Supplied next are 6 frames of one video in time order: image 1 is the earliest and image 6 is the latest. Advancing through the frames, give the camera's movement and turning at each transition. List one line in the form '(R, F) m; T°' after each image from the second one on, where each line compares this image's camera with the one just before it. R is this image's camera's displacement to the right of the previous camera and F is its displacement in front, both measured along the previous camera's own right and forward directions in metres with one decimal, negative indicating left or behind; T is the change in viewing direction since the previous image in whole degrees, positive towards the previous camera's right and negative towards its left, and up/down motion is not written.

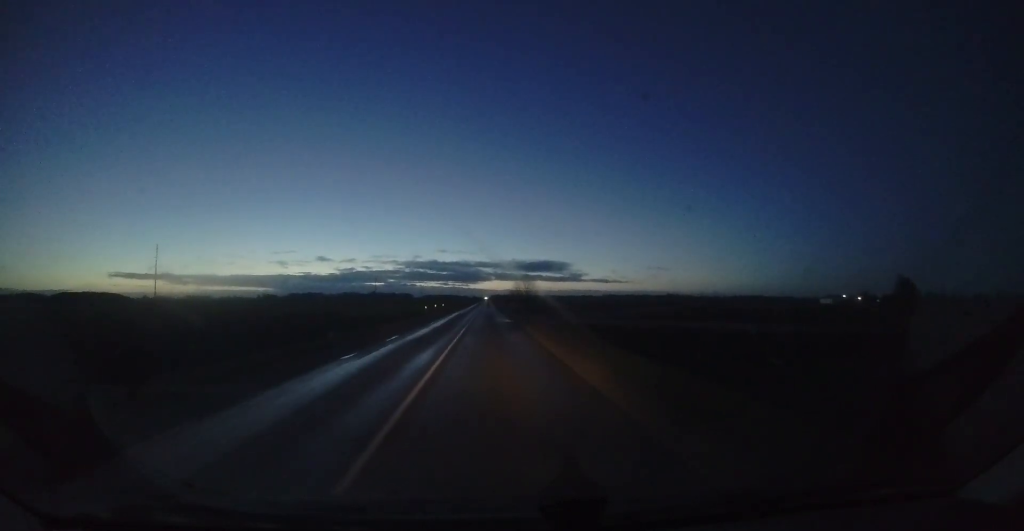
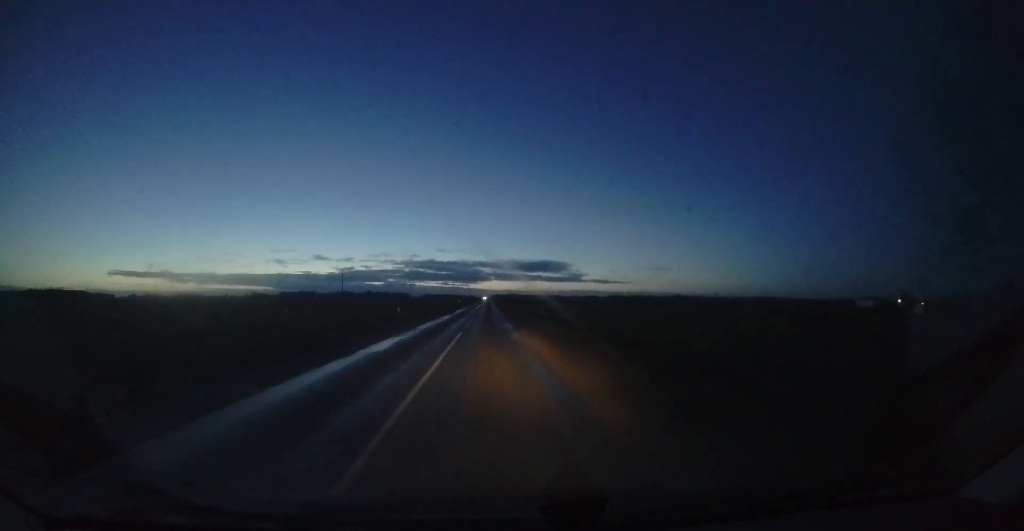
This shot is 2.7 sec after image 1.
(-1.5, +72.4) m; -1°
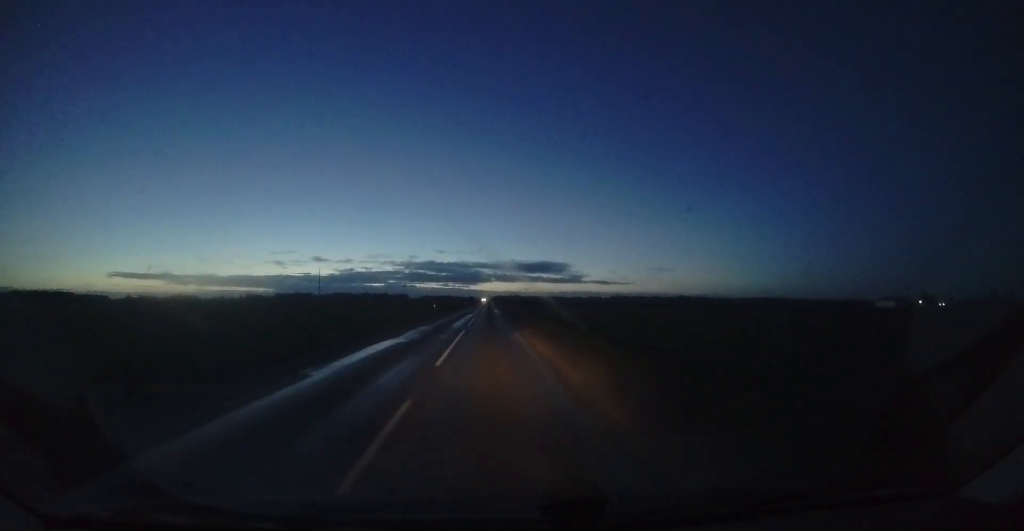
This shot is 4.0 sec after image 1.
(-0.6, +33.9) m; 0°
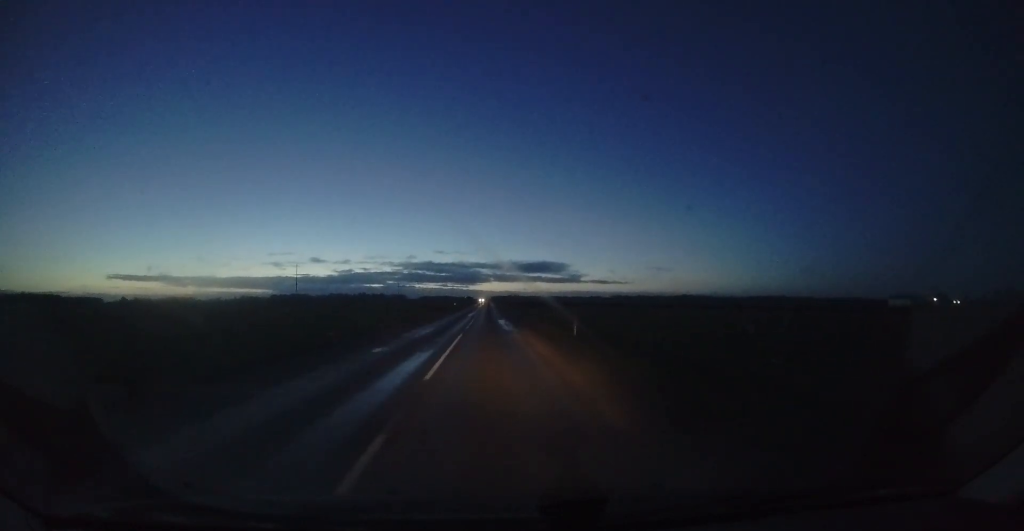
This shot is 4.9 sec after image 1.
(+0.2, +24.9) m; +1°
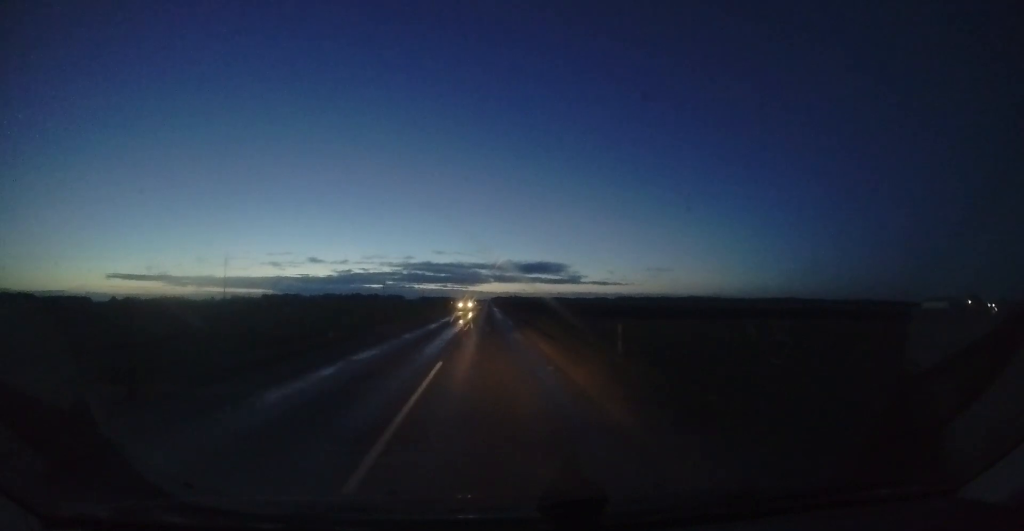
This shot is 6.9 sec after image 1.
(+0.6, +54.0) m; 0°
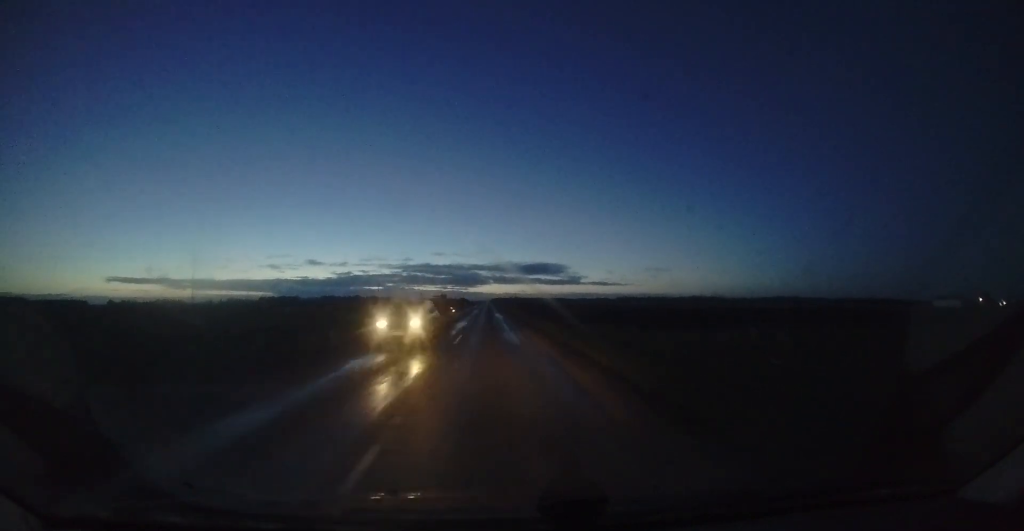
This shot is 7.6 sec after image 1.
(-0.2, +16.8) m; -1°
